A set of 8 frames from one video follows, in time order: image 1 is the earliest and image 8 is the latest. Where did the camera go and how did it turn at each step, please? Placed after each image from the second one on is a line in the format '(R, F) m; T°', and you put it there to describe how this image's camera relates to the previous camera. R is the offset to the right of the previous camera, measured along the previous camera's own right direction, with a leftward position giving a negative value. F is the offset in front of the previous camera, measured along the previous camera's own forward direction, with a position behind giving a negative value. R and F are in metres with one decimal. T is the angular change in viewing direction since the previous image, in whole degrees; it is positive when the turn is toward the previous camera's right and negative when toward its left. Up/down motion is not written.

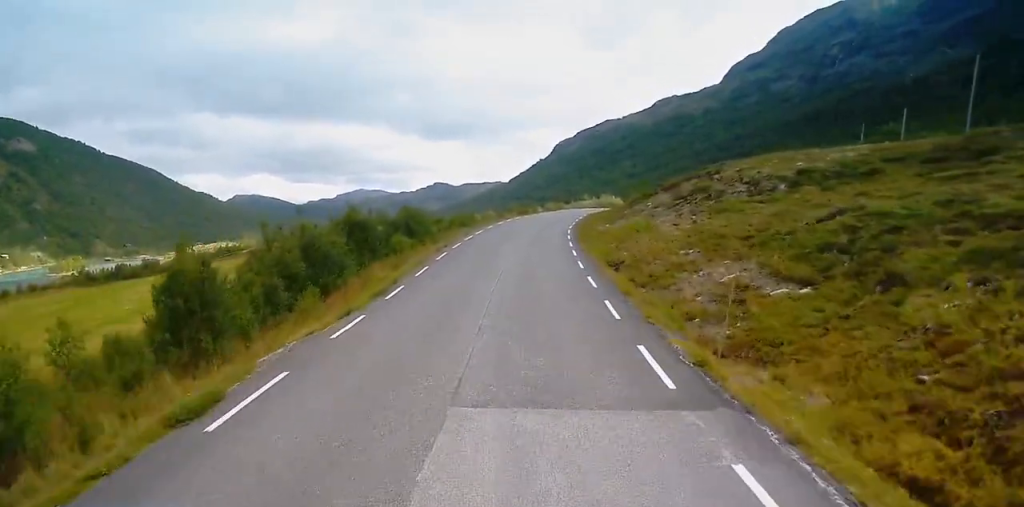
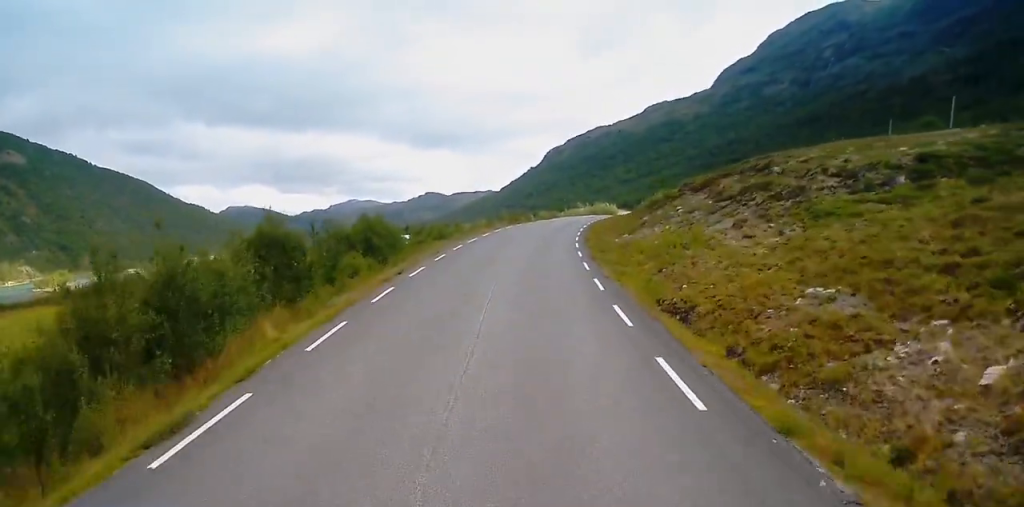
(+0.4, +13.3) m; +2°
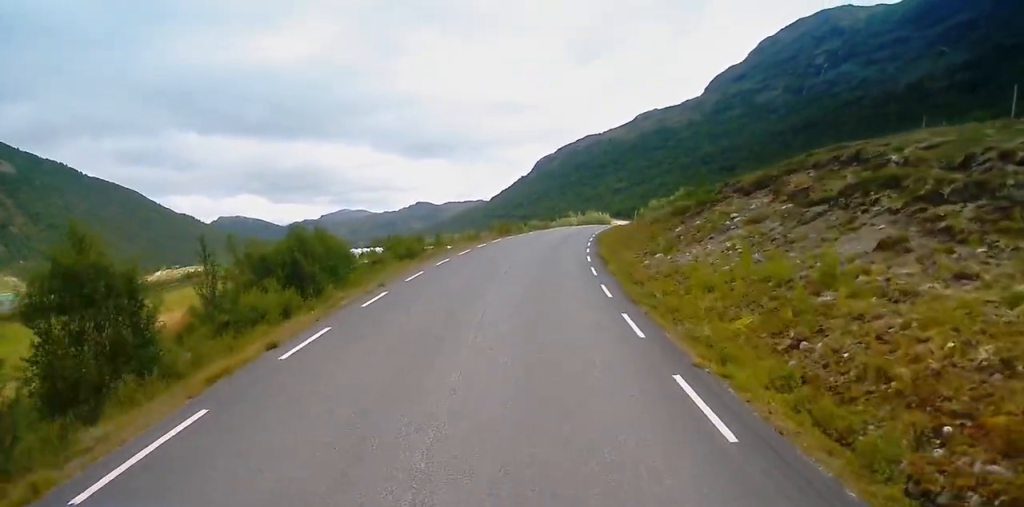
(+0.3, +13.3) m; 0°
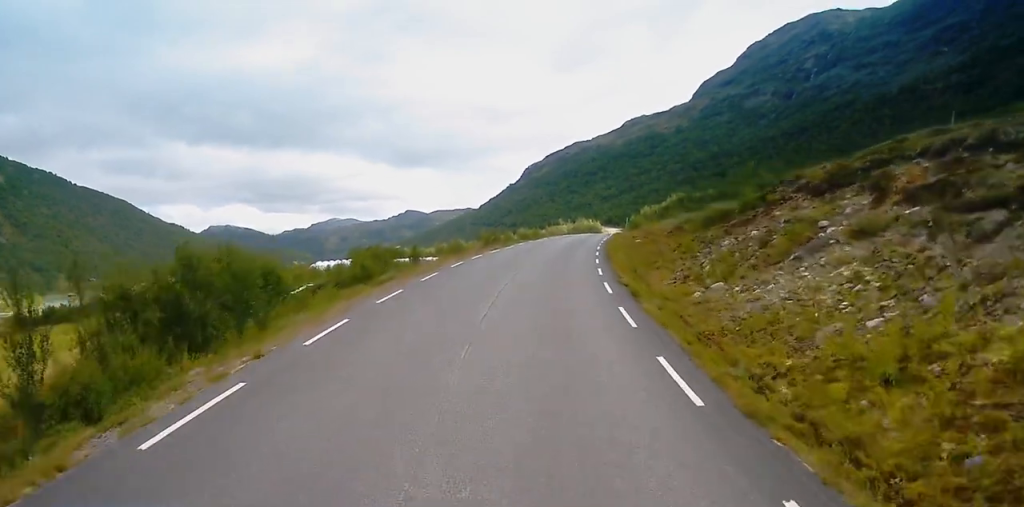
(-0.4, +10.6) m; 0°
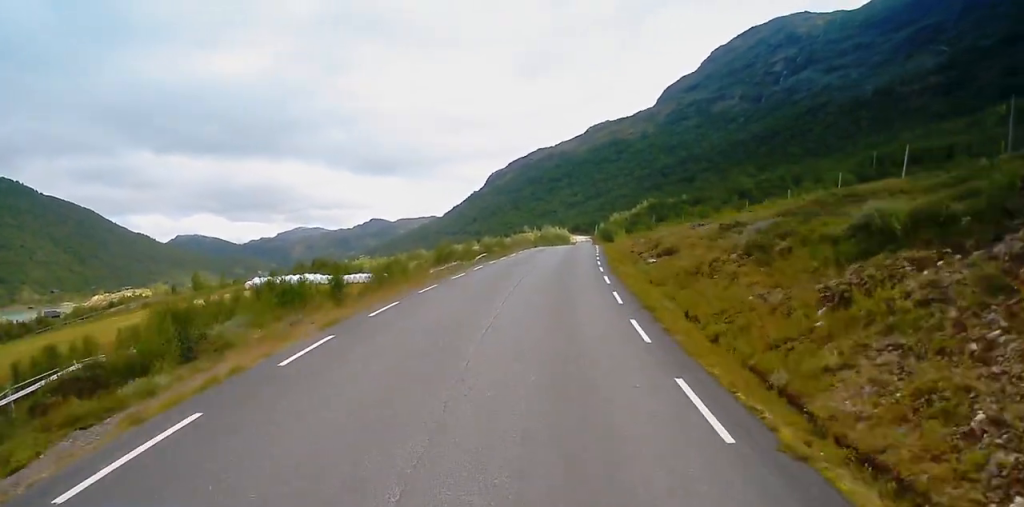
(+0.6, +19.3) m; +3°
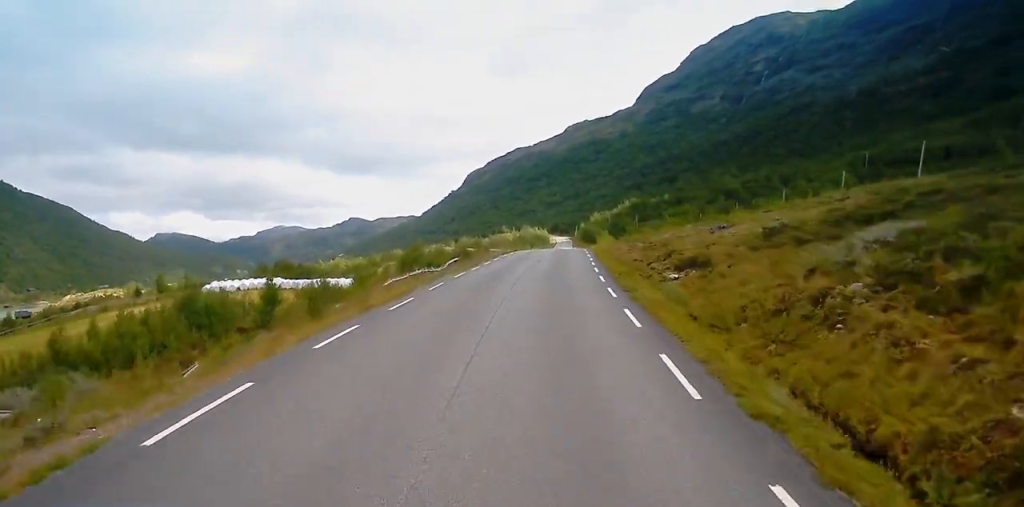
(-0.1, +10.3) m; +1°
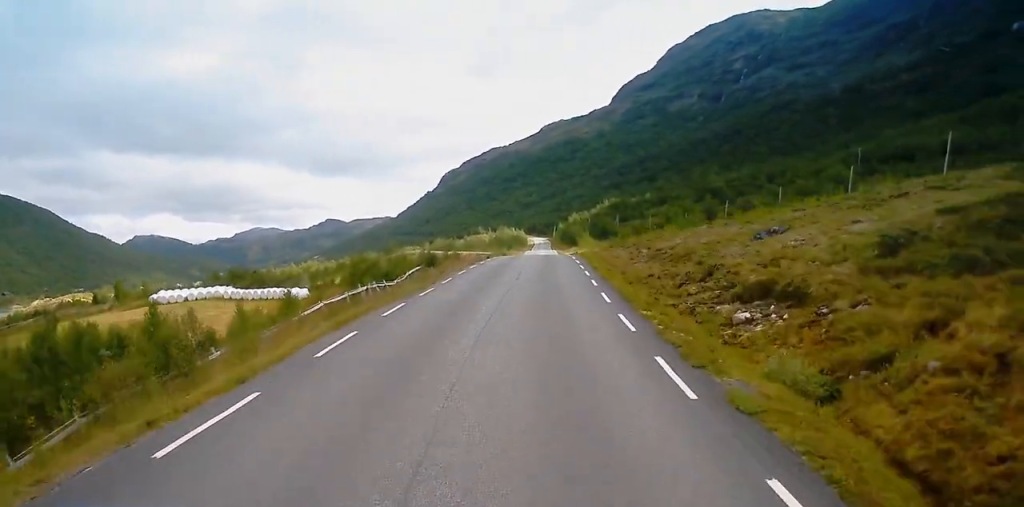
(+0.3, +11.9) m; +2°
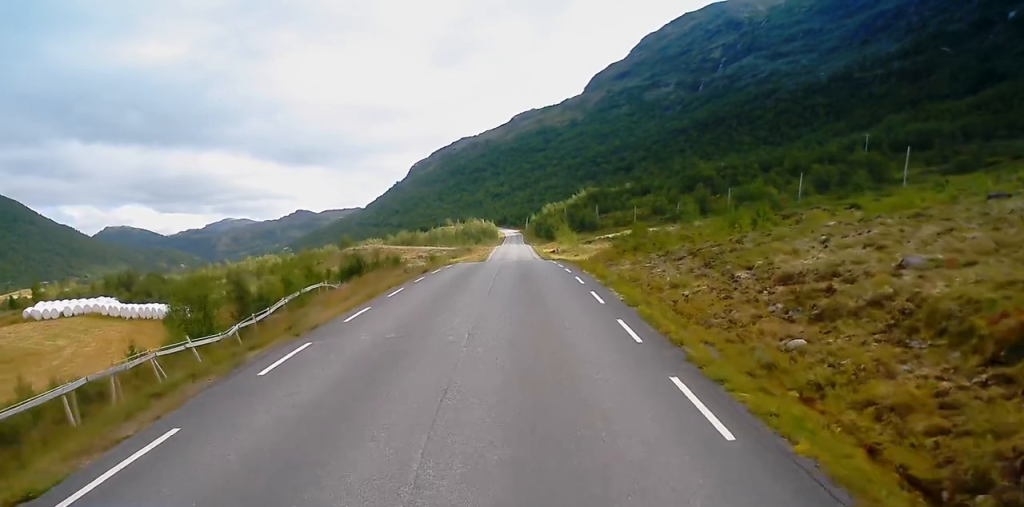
(+0.5, +26.2) m; +2°
